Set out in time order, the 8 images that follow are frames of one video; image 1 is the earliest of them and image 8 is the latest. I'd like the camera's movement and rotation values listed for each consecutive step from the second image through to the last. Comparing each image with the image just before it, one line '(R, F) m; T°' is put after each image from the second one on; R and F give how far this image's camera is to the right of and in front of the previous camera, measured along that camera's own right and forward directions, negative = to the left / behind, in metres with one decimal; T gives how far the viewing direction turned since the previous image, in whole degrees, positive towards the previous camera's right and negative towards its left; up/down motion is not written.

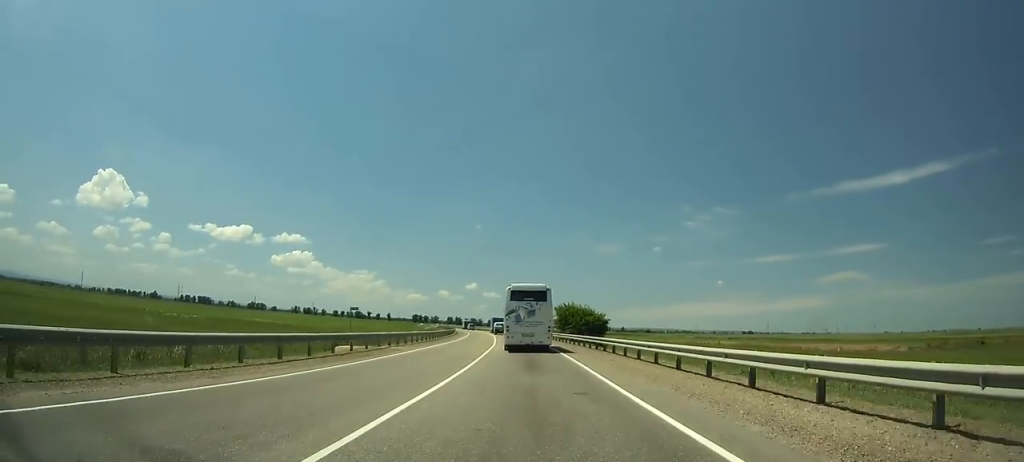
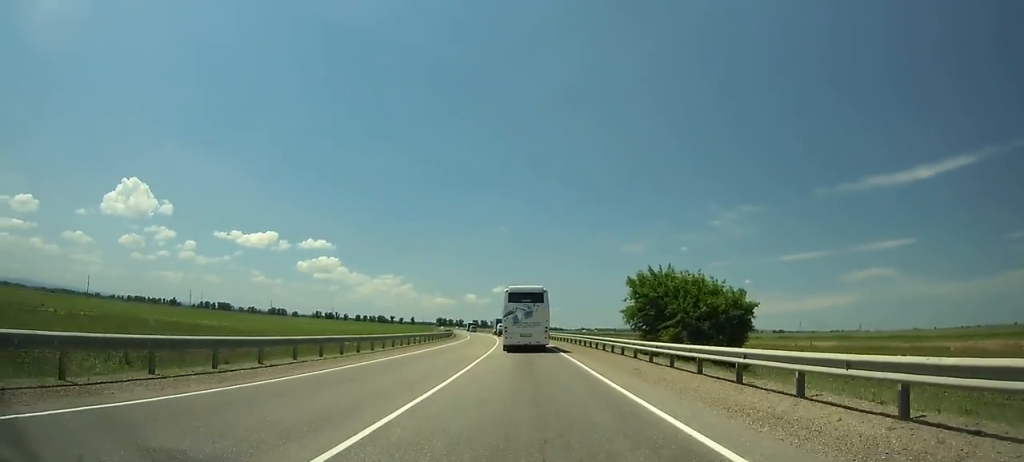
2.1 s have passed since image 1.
(0.0, +40.6) m; -1°
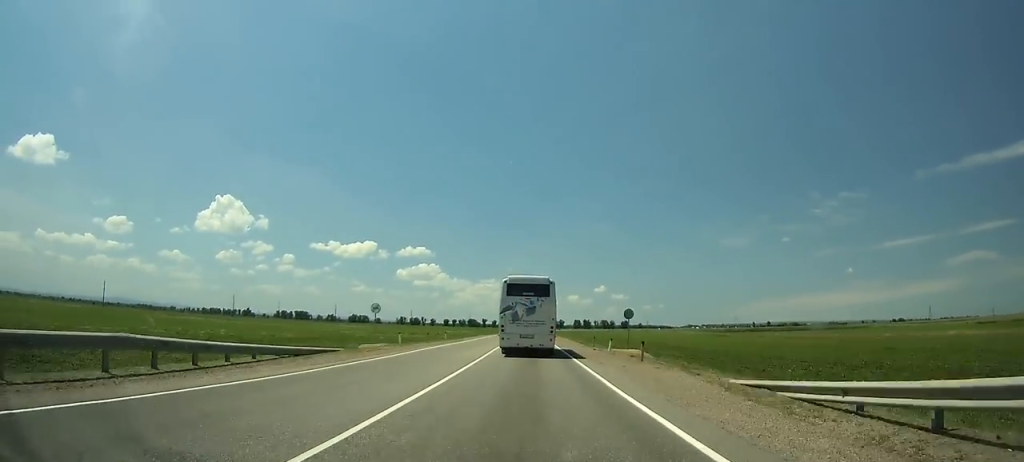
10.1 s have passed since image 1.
(-16.4, +150.9) m; -11°
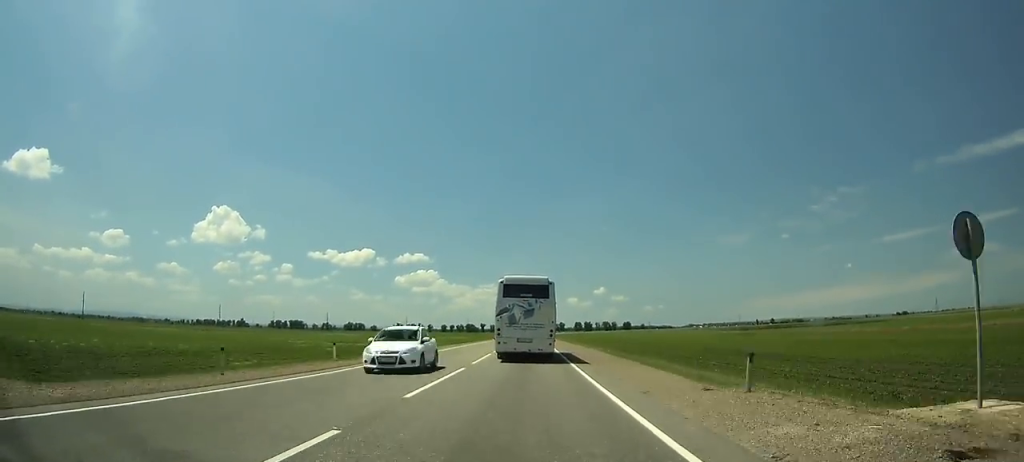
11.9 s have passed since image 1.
(-0.2, +32.5) m; 0°
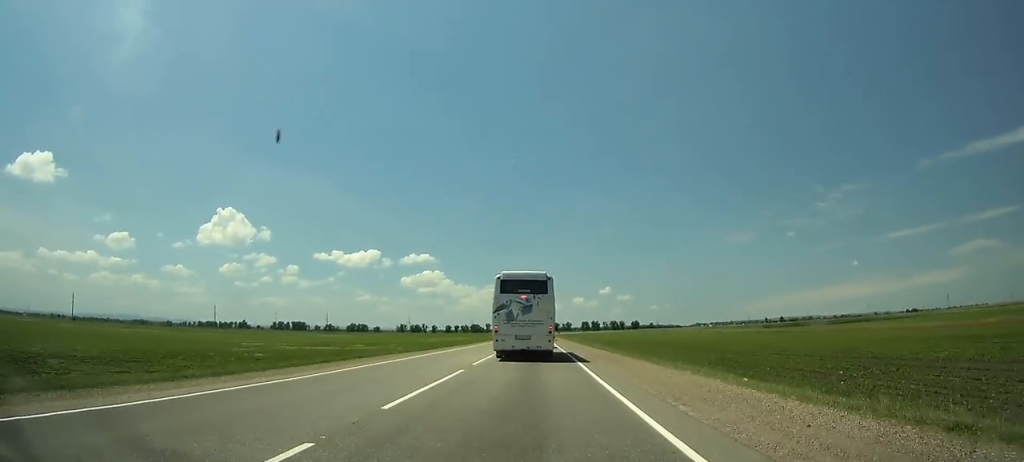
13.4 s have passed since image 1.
(-0.1, +26.8) m; 0°
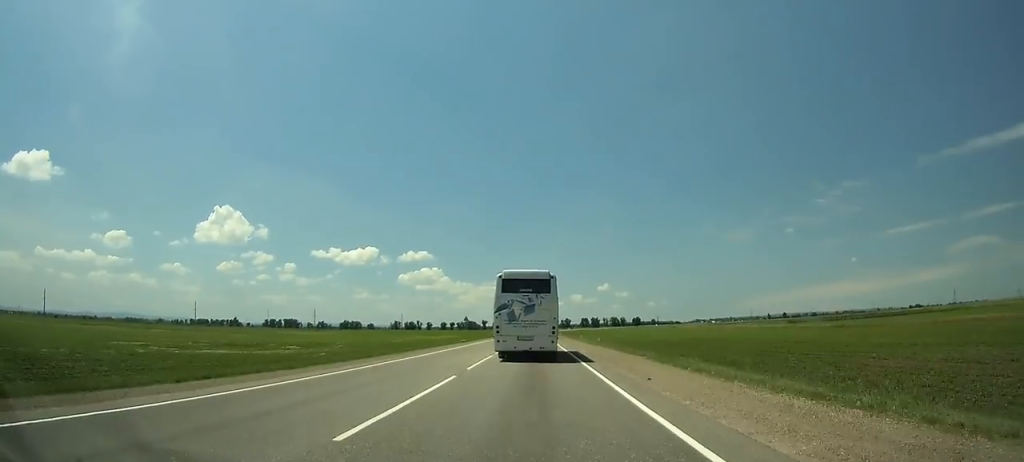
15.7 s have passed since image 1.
(0.0, +39.6) m; 0°
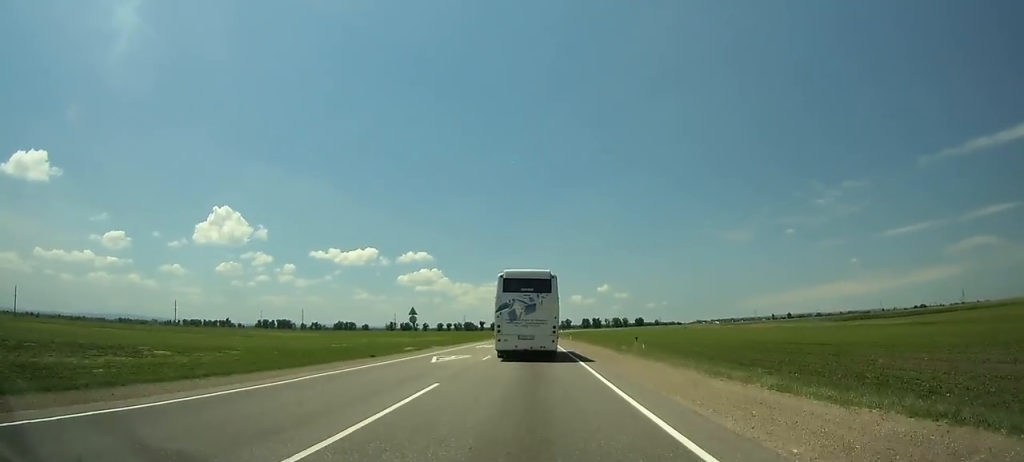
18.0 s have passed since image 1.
(-0.1, +39.1) m; 0°
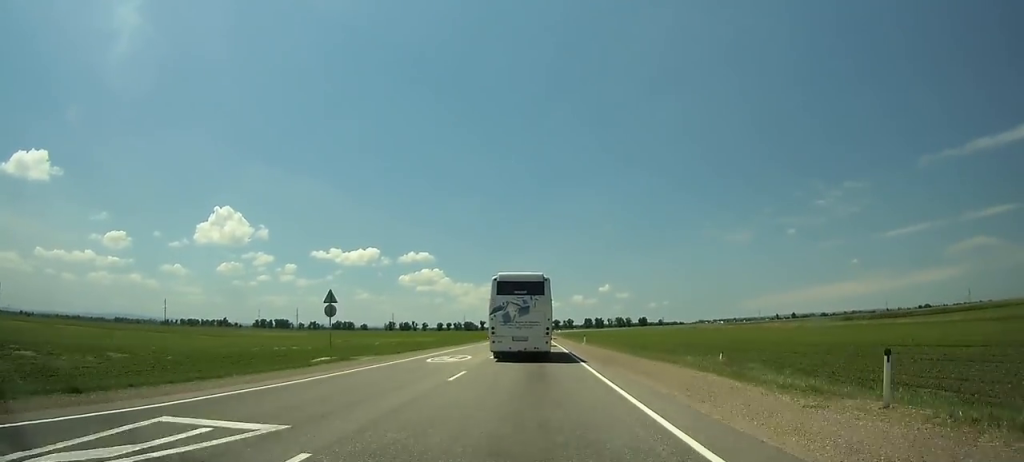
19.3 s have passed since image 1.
(0.0, +21.9) m; 0°
